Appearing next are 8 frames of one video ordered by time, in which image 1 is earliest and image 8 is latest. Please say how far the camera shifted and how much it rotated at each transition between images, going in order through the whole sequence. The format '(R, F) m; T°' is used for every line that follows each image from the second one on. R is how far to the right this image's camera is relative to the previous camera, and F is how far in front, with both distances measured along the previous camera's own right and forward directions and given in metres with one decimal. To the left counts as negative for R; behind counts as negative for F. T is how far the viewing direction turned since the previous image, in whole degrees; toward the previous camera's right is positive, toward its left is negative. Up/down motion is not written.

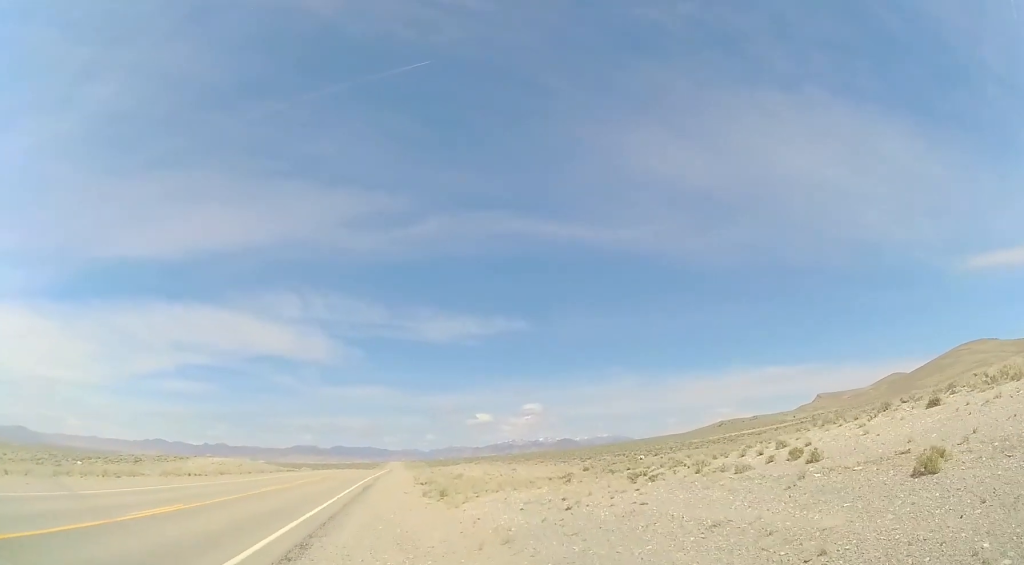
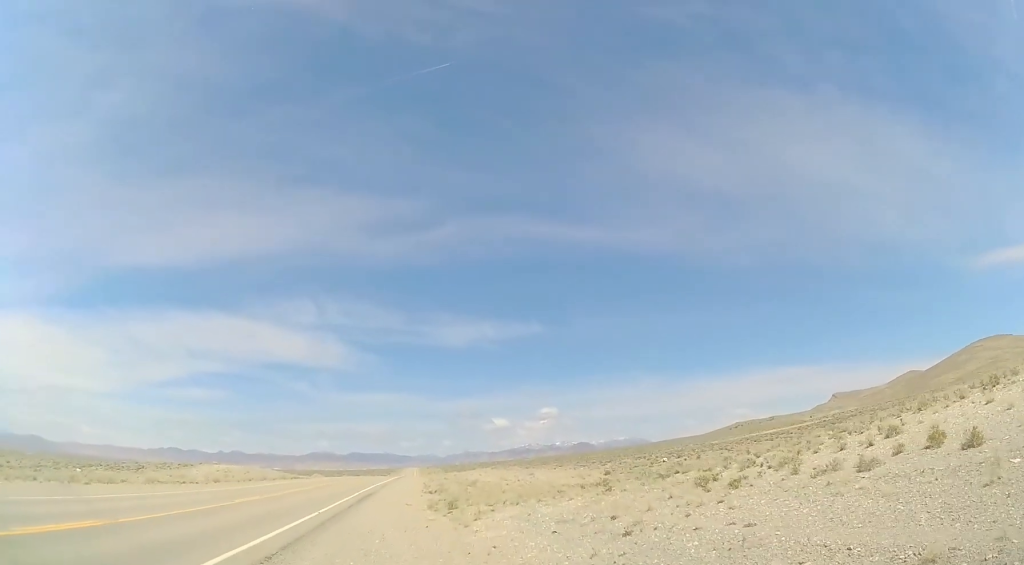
(-0.1, +4.8) m; -1°
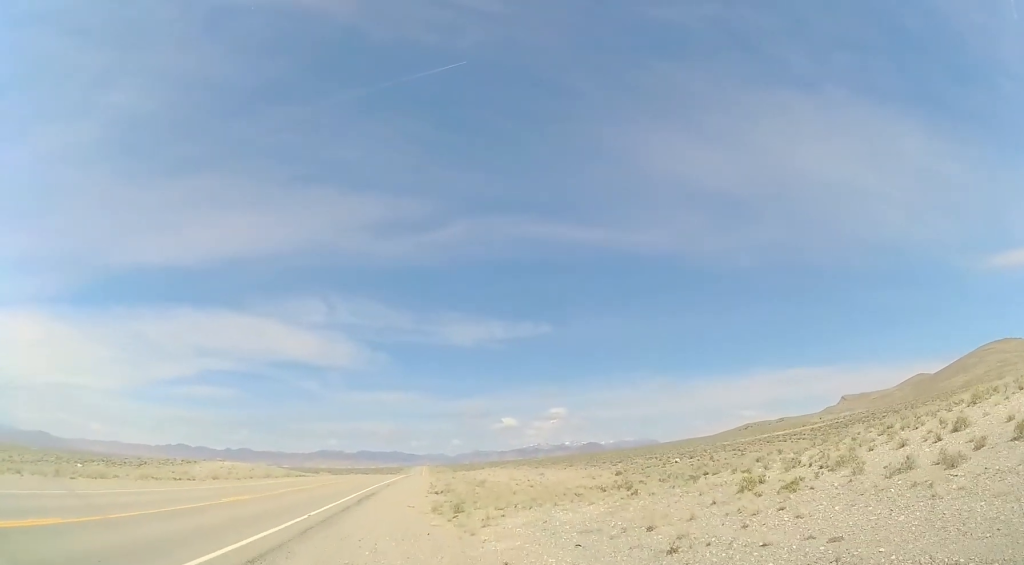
(0.0, +1.8) m; -1°
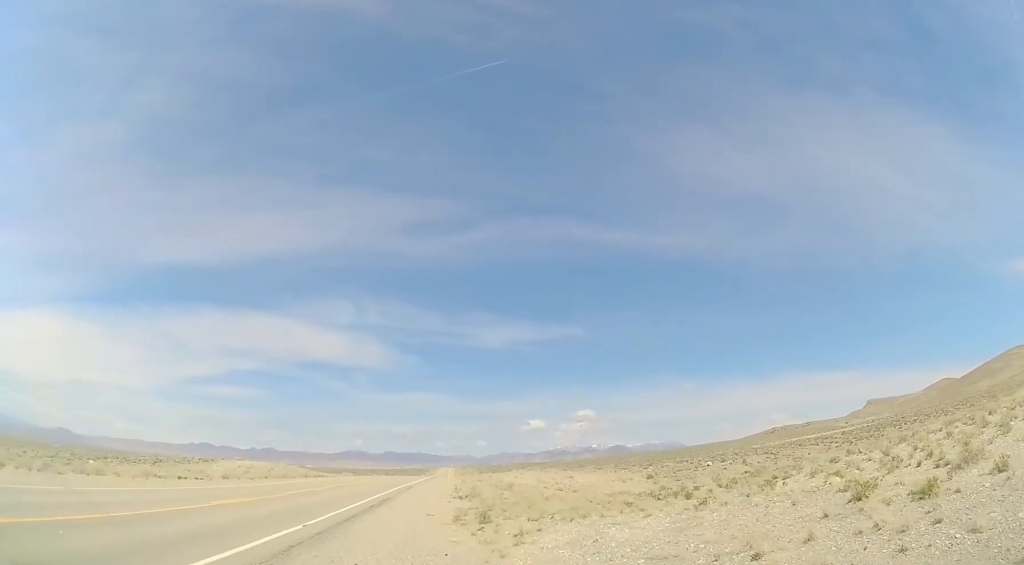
(0.0, +2.7) m; -8°
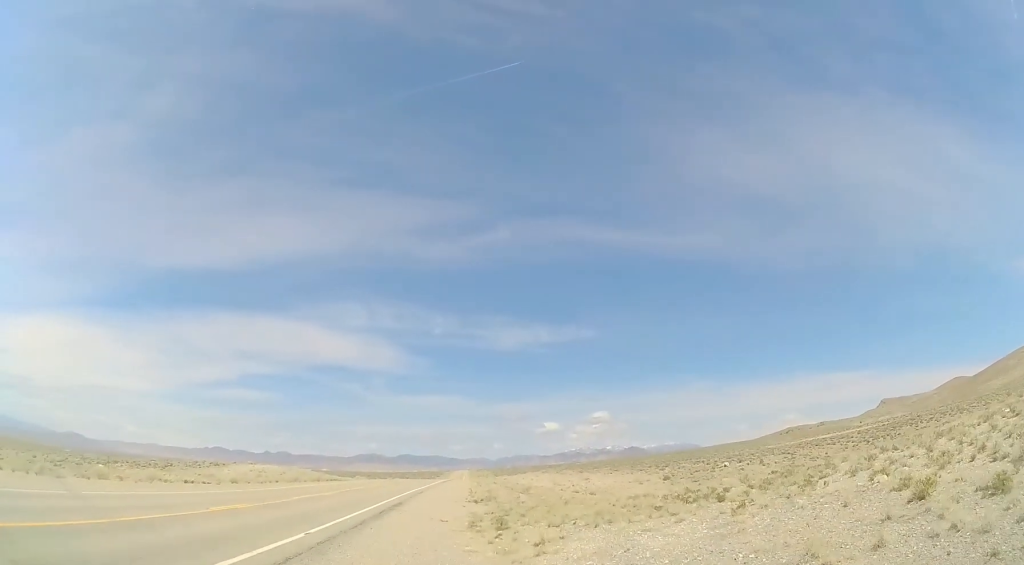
(+0.1, +1.0) m; -6°
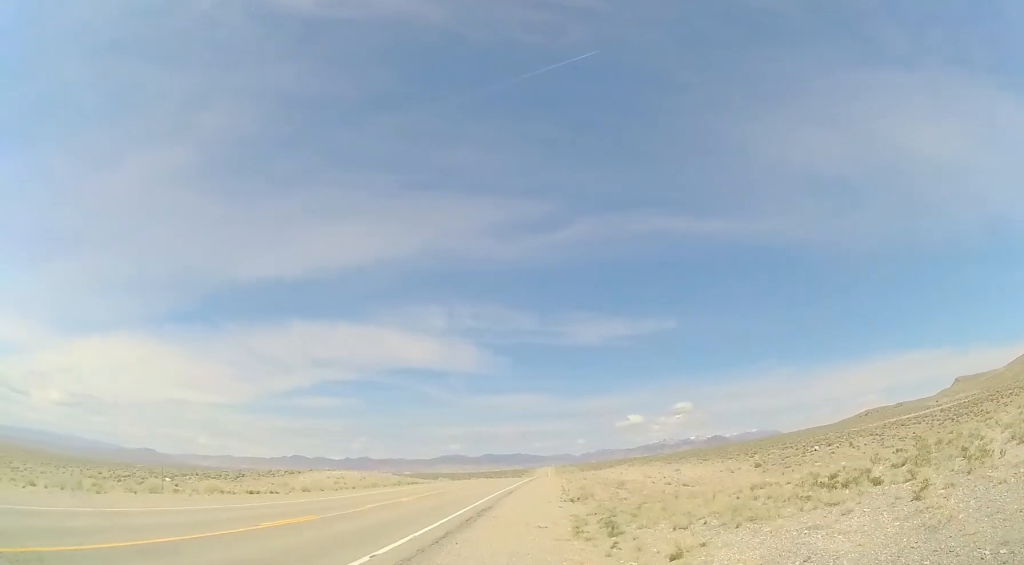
(-0.7, +2.0) m; -2°
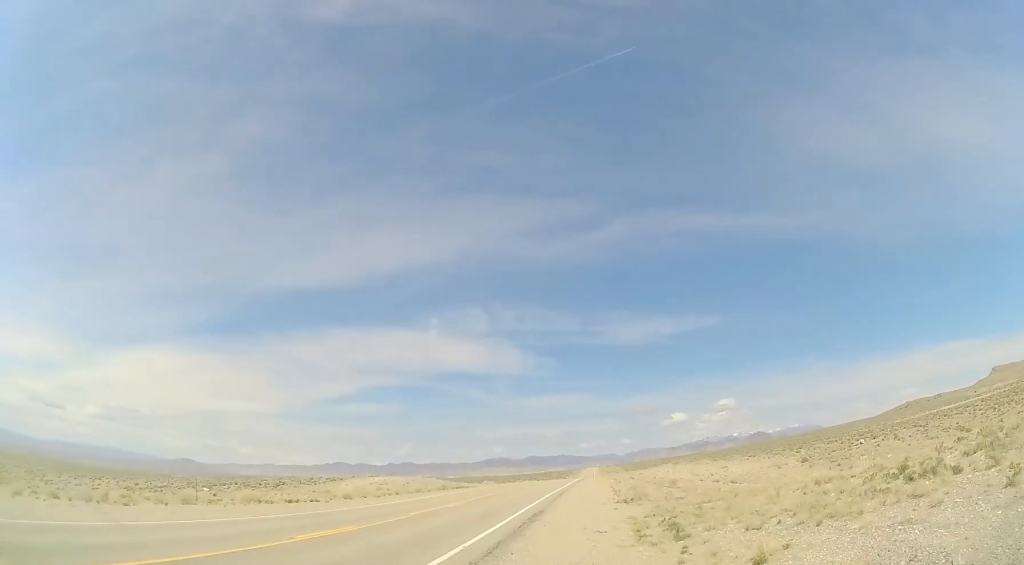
(-0.3, +0.5) m; 0°
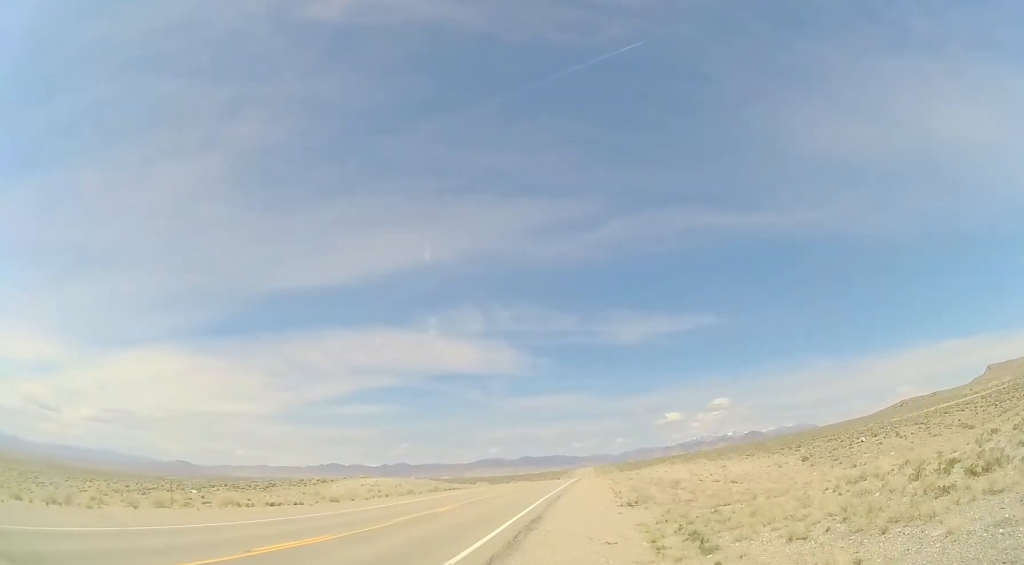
(+0.1, +0.3) m; 0°
